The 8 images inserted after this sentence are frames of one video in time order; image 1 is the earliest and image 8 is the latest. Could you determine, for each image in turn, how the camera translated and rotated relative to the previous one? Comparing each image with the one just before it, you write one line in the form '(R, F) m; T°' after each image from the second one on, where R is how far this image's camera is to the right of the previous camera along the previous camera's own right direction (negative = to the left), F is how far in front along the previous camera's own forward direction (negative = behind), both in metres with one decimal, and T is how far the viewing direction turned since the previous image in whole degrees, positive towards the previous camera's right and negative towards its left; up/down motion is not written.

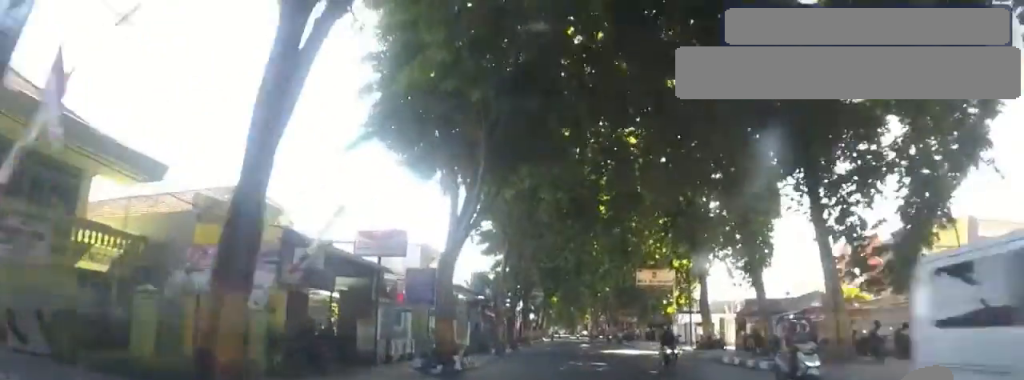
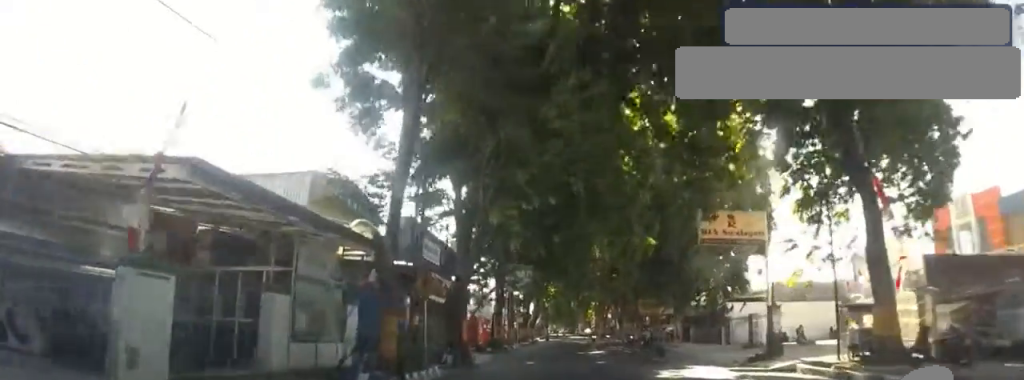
(-0.2, +17.7) m; -1°
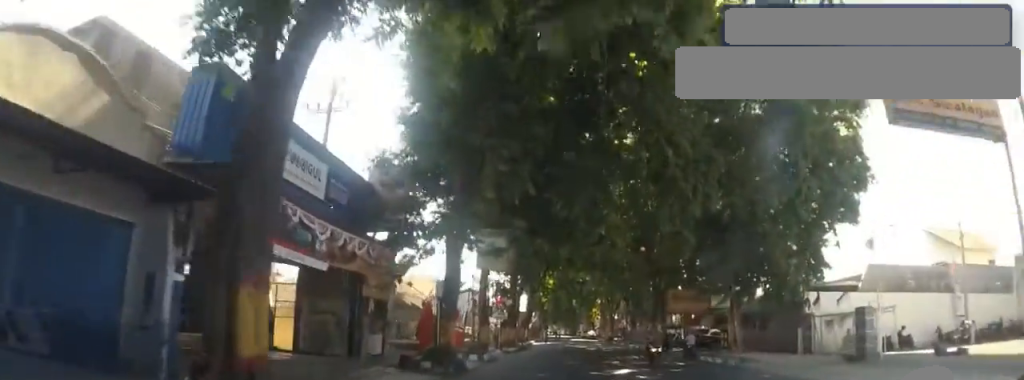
(-0.2, +12.9) m; -2°
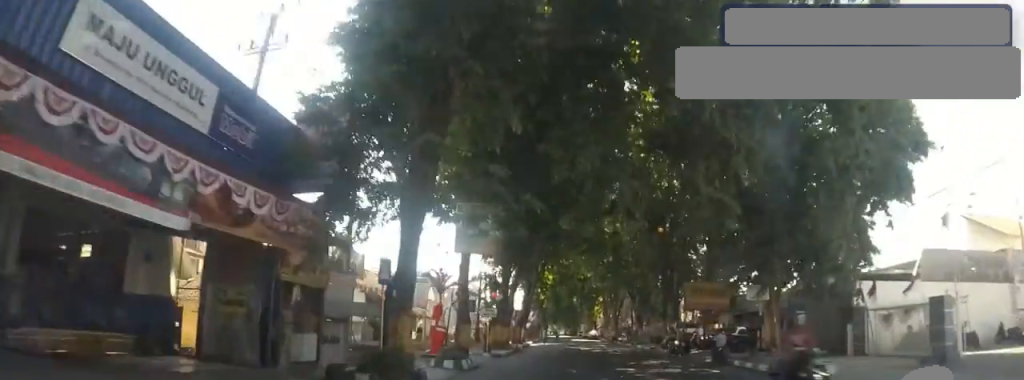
(0.0, +4.9) m; 0°
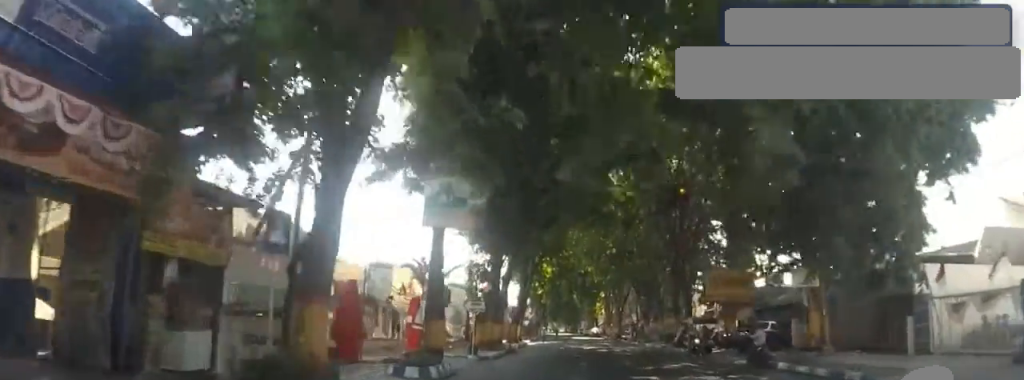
(0.0, +4.7) m; 0°
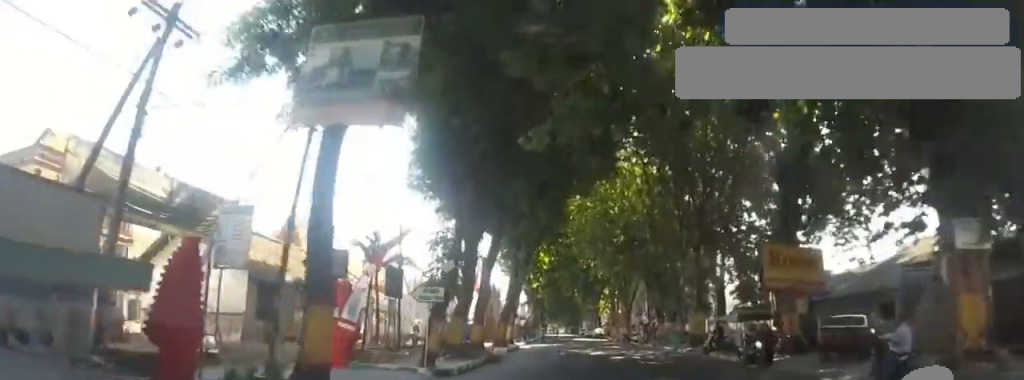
(0.0, +7.6) m; 0°
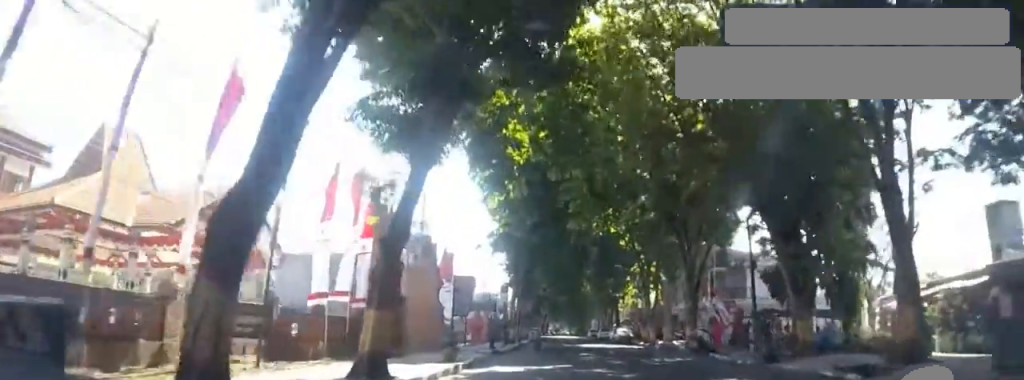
(0.0, +26.2) m; +2°
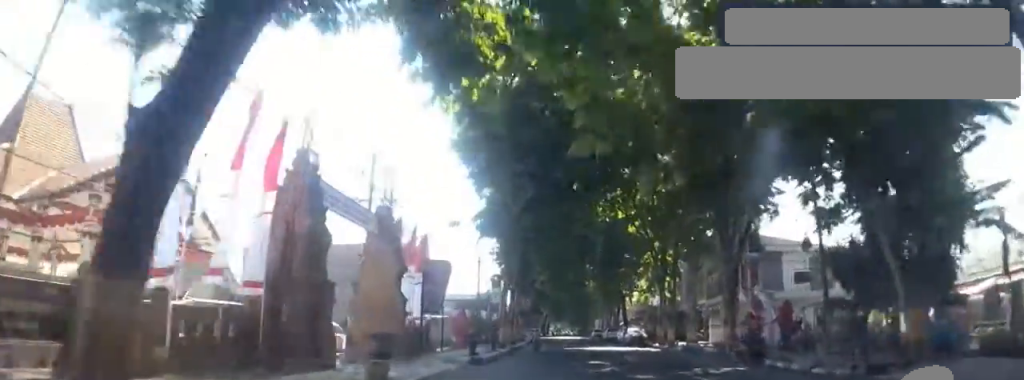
(+0.1, +6.2) m; +2°
